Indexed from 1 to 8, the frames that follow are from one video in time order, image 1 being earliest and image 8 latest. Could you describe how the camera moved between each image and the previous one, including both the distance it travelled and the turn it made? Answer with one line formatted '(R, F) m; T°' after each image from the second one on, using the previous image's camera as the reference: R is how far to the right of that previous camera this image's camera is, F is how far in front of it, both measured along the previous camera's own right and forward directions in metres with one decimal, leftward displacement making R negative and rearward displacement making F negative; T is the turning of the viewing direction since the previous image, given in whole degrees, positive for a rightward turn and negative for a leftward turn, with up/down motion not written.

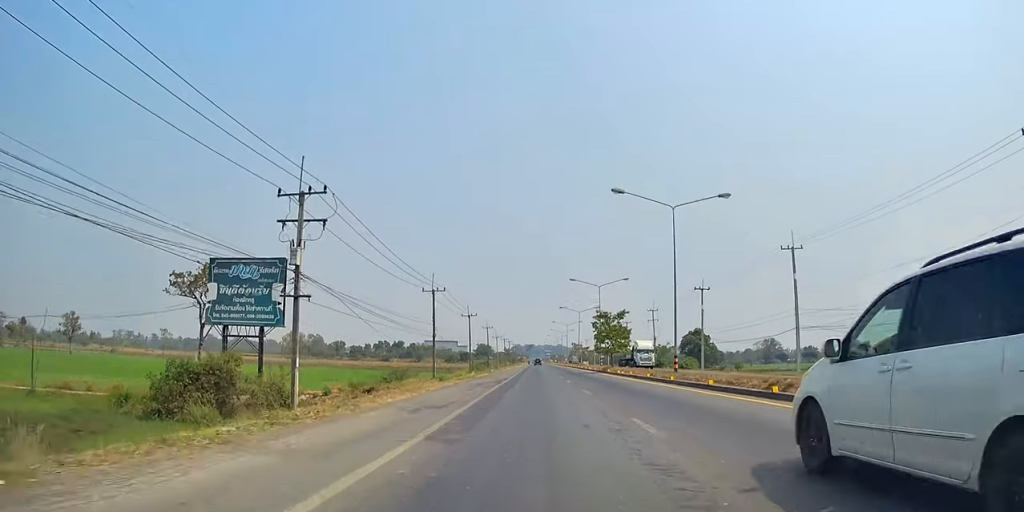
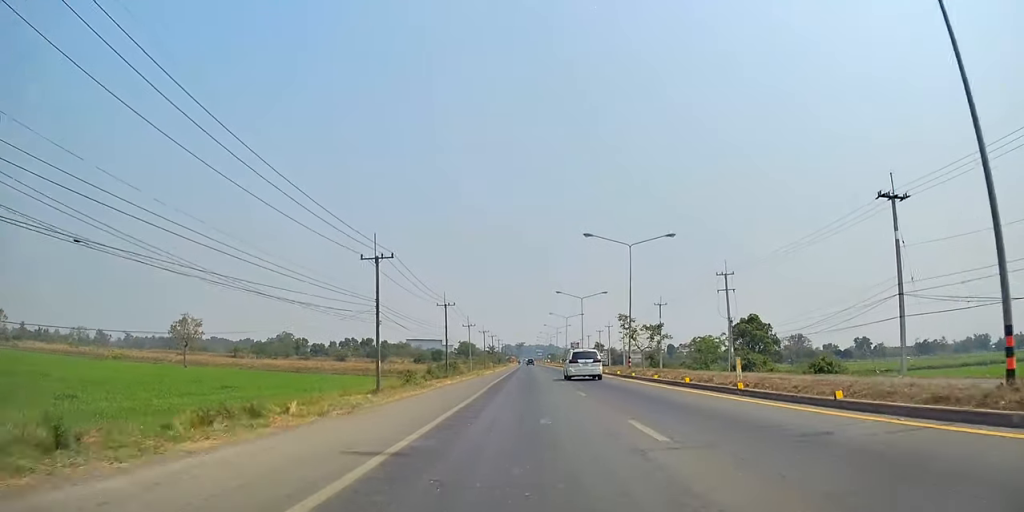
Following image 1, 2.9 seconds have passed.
(-1.6, +62.2) m; -2°
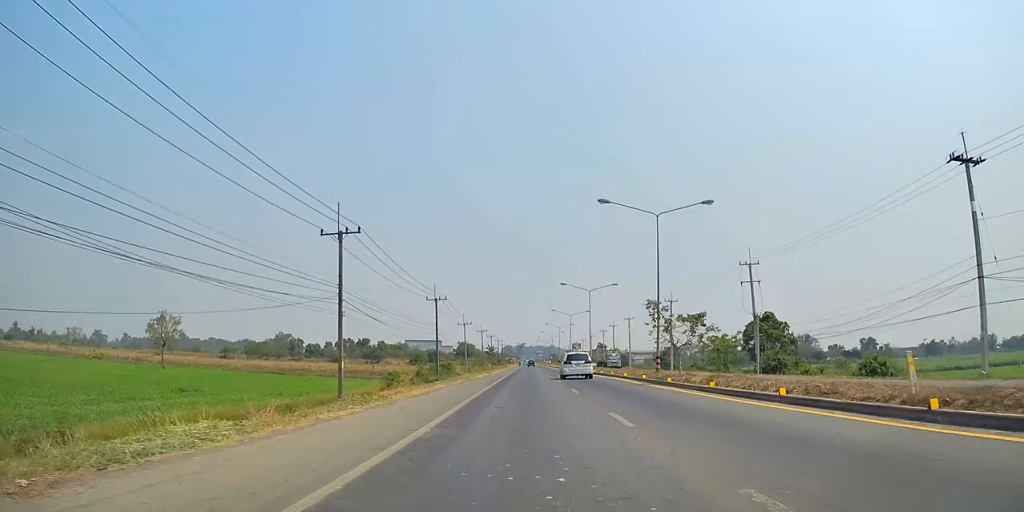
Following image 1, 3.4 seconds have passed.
(-0.1, +10.5) m; 0°
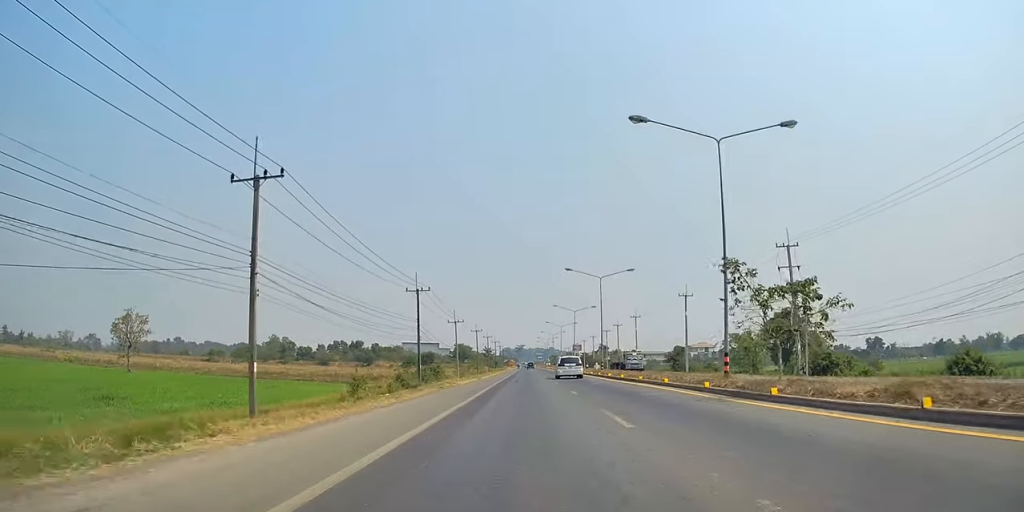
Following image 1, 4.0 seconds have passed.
(+0.1, +12.4) m; 0°
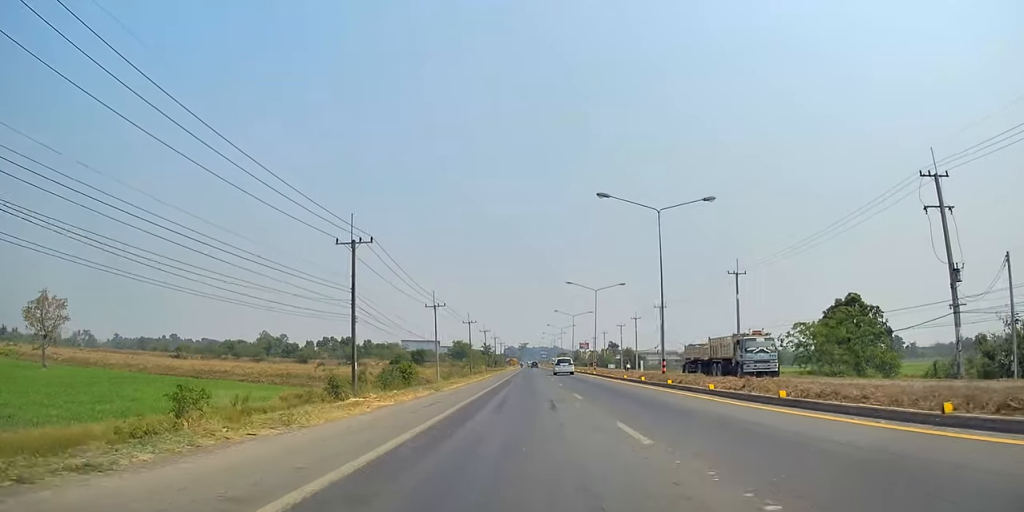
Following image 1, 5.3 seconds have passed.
(+0.1, +25.9) m; 0°
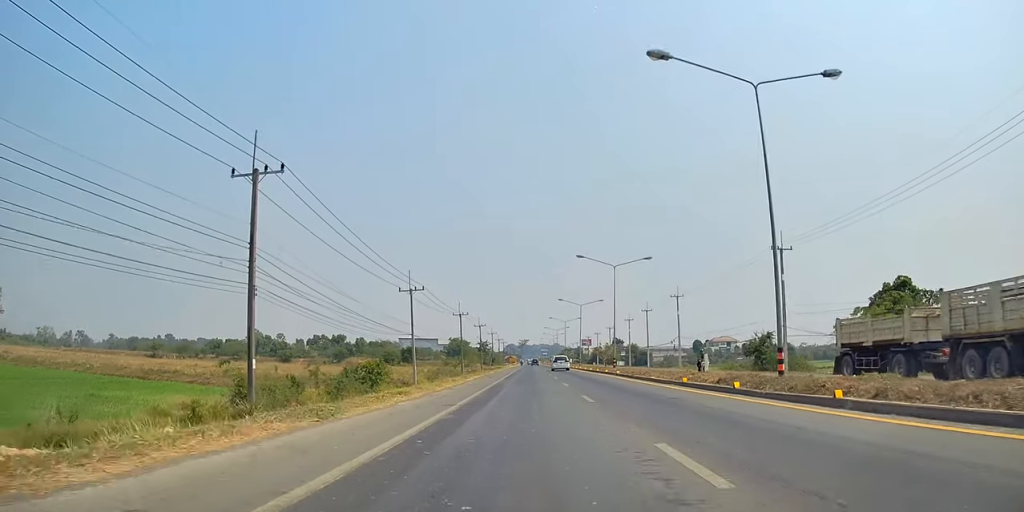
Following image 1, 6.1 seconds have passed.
(0.0, +16.2) m; +1°
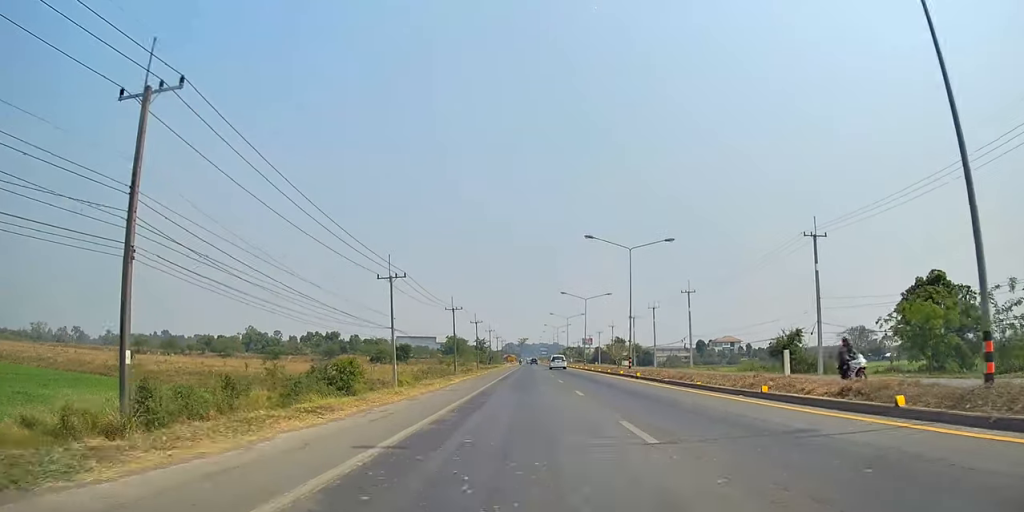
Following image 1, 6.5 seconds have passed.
(-0.1, +8.6) m; +1°
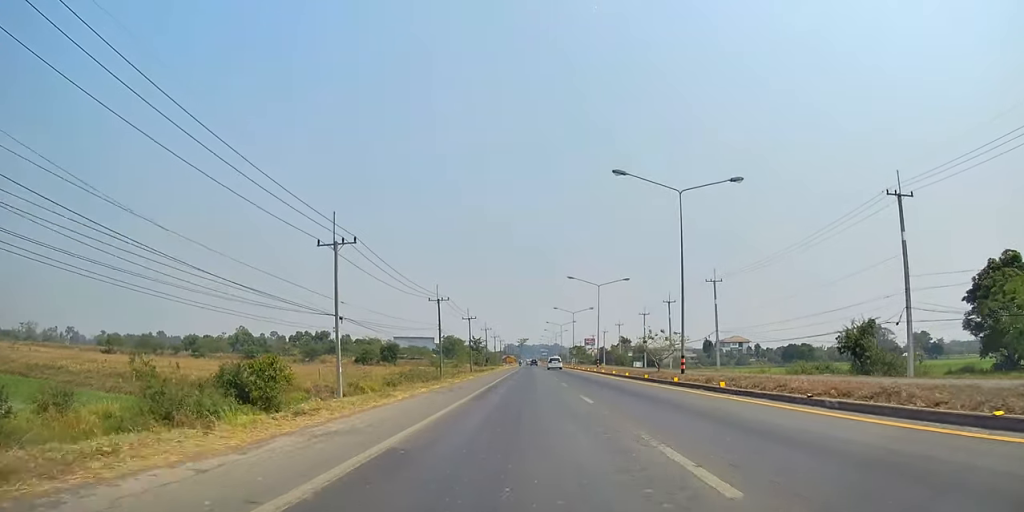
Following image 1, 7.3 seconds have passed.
(+0.6, +16.5) m; 0°
